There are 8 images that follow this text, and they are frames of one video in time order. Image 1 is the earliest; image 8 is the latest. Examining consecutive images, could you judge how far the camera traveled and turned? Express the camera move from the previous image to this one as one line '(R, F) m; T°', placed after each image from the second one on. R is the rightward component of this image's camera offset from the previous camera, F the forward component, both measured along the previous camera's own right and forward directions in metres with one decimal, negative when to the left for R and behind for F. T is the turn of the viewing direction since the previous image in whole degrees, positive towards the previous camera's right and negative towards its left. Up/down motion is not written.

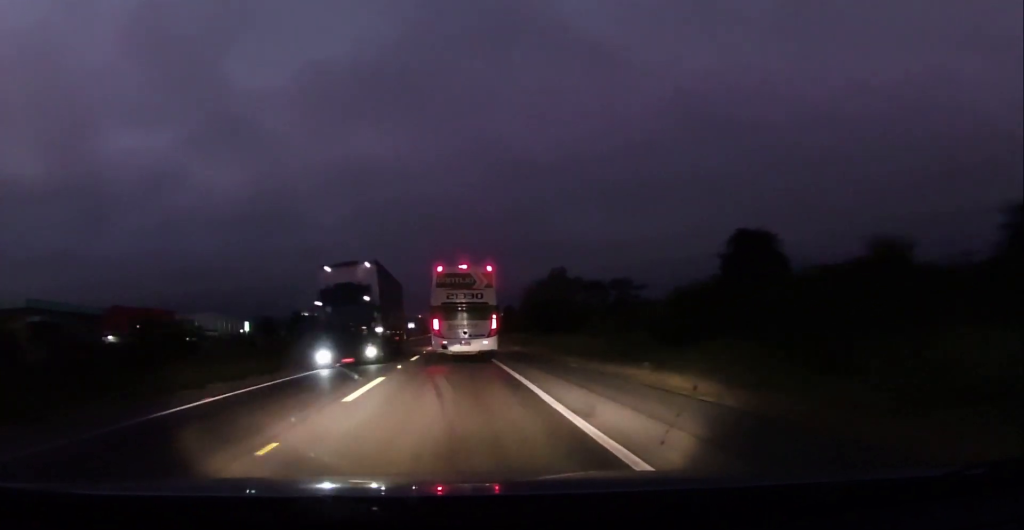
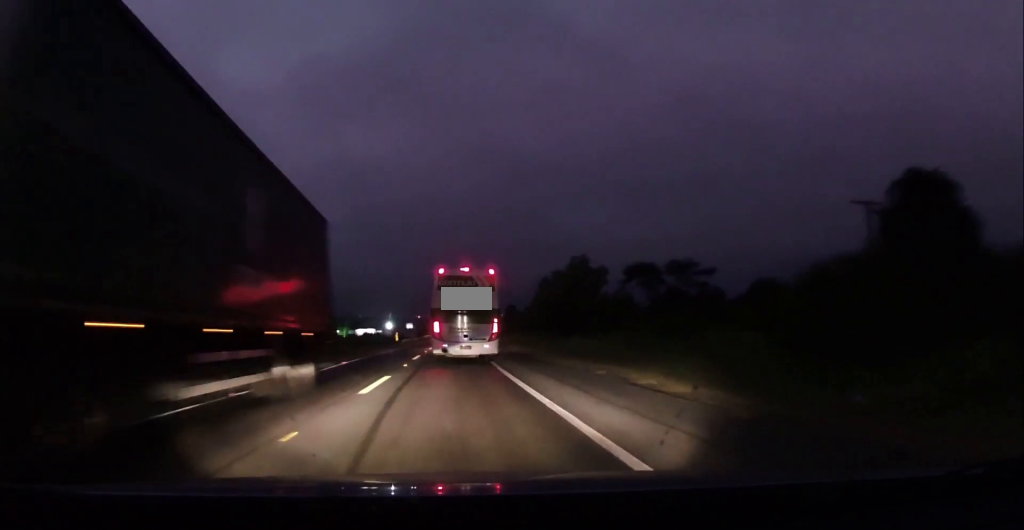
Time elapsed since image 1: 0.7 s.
(0.0, +14.7) m; 0°
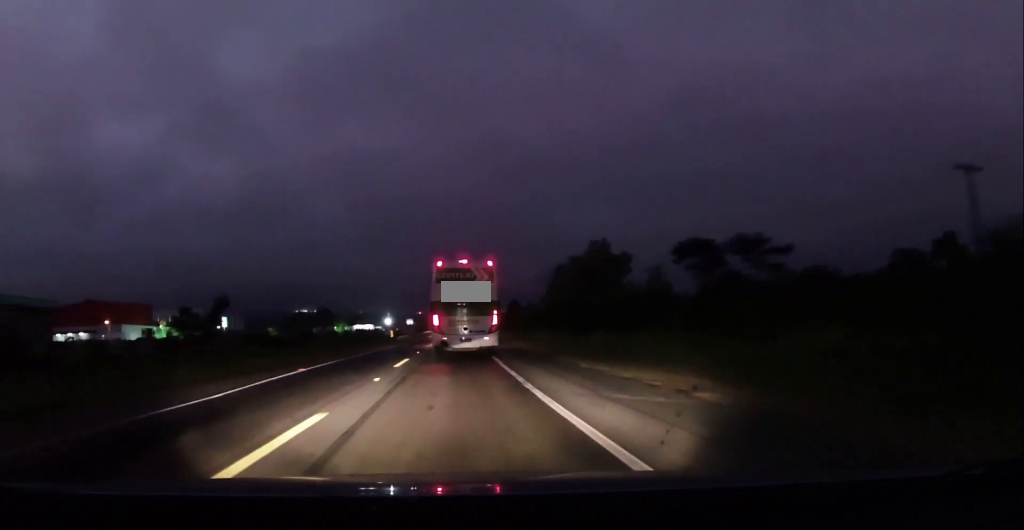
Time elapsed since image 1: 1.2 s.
(+0.2, +9.4) m; 0°
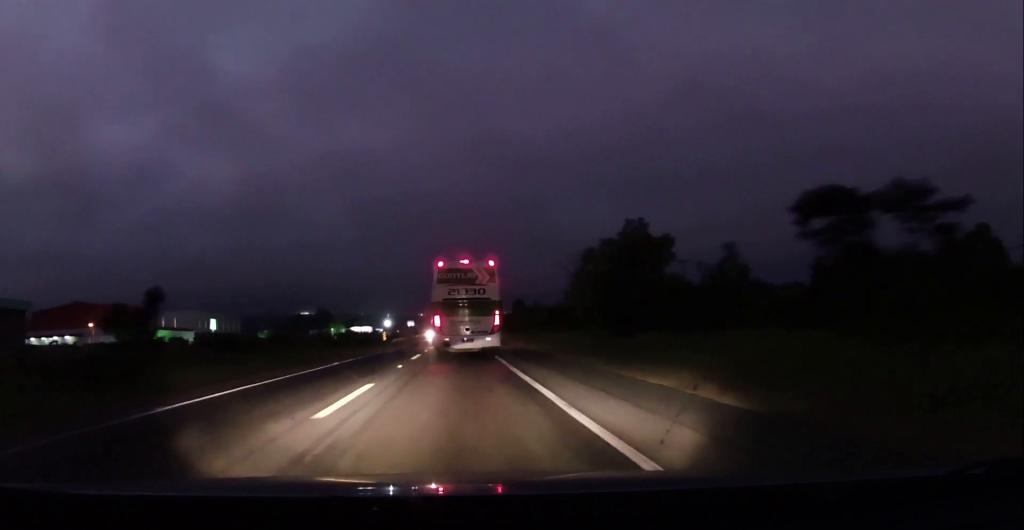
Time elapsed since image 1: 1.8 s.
(0.0, +12.2) m; 0°
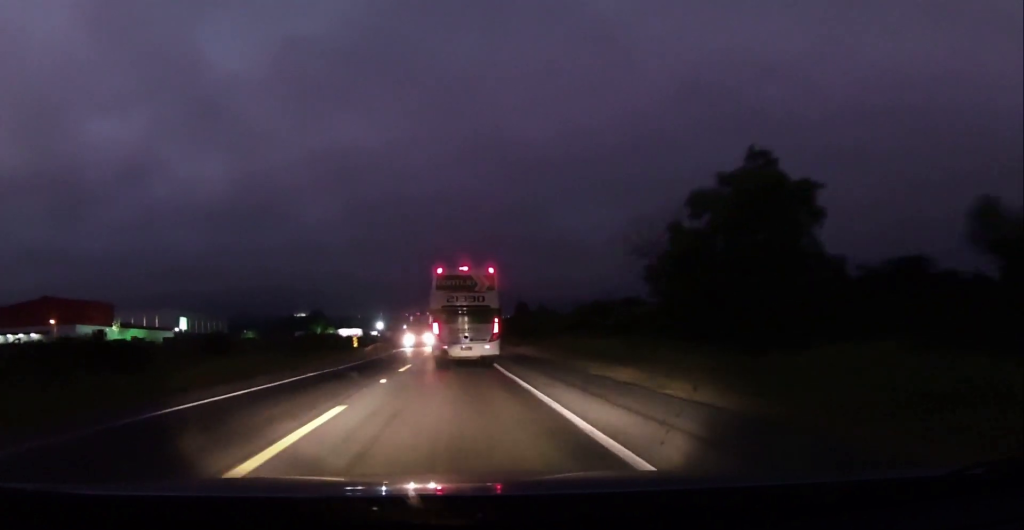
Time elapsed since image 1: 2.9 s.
(-0.2, +21.7) m; 0°
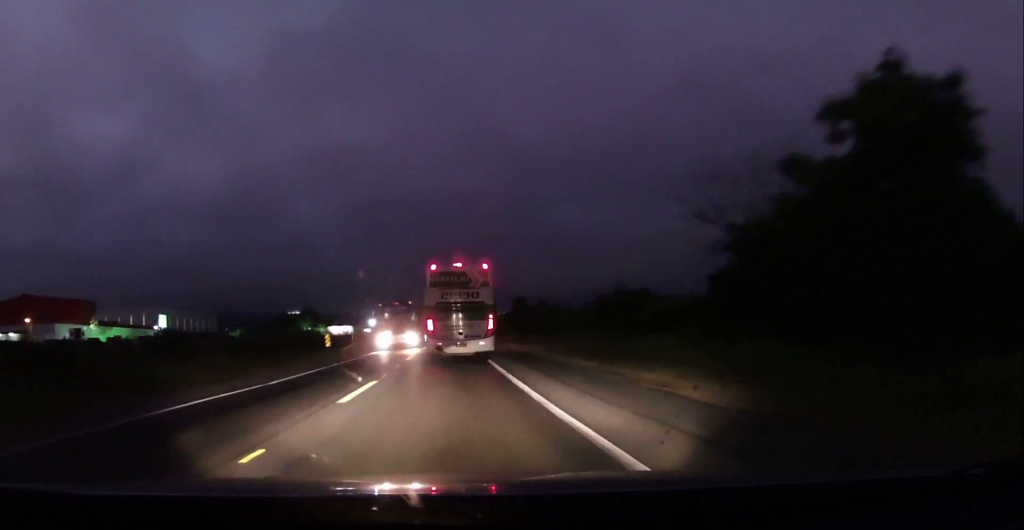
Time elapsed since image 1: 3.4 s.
(0.0, +10.9) m; 0°
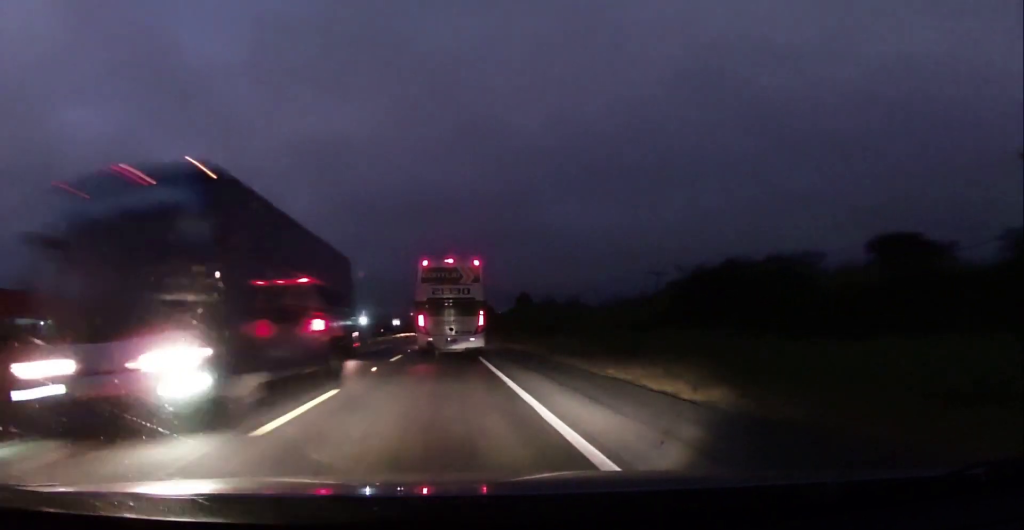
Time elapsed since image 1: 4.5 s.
(+0.2, +21.6) m; 0°
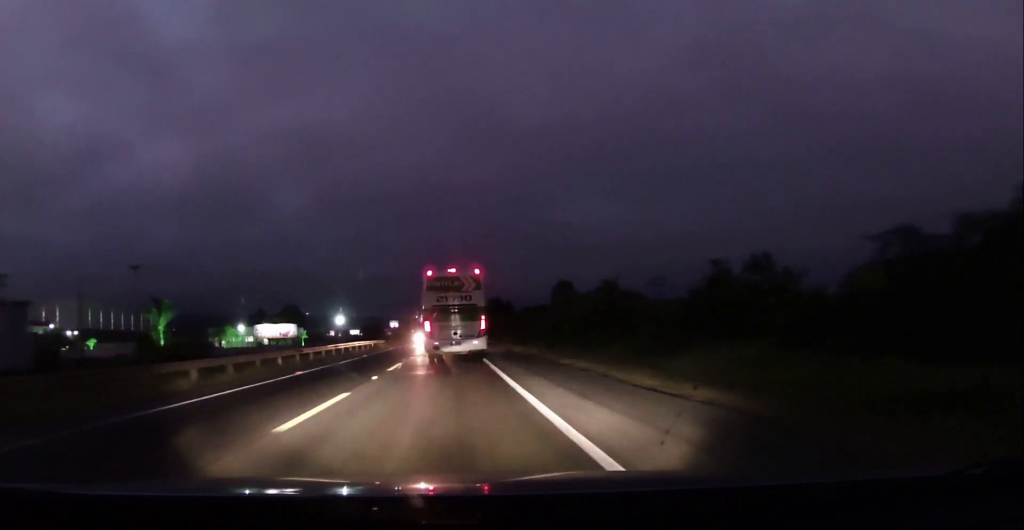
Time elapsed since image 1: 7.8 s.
(-0.1, +66.5) m; 0°
